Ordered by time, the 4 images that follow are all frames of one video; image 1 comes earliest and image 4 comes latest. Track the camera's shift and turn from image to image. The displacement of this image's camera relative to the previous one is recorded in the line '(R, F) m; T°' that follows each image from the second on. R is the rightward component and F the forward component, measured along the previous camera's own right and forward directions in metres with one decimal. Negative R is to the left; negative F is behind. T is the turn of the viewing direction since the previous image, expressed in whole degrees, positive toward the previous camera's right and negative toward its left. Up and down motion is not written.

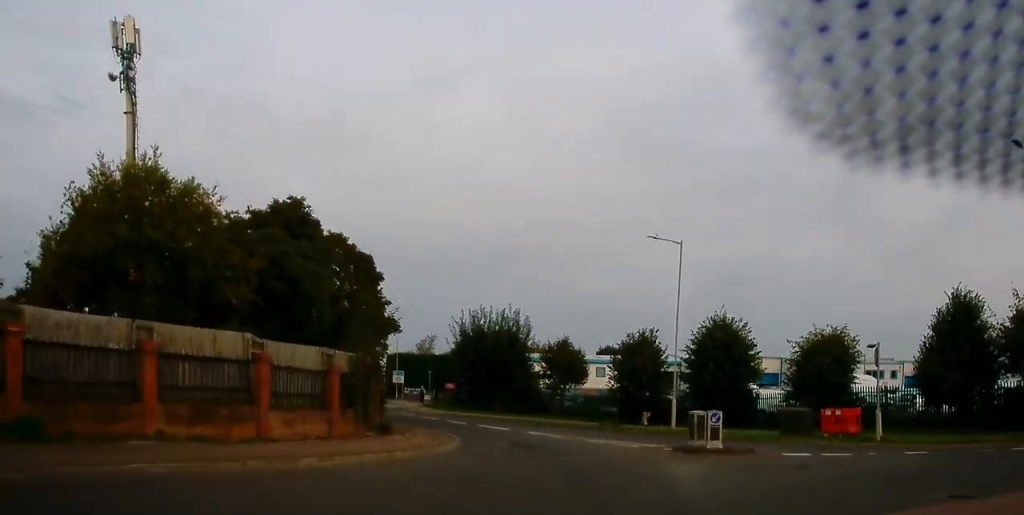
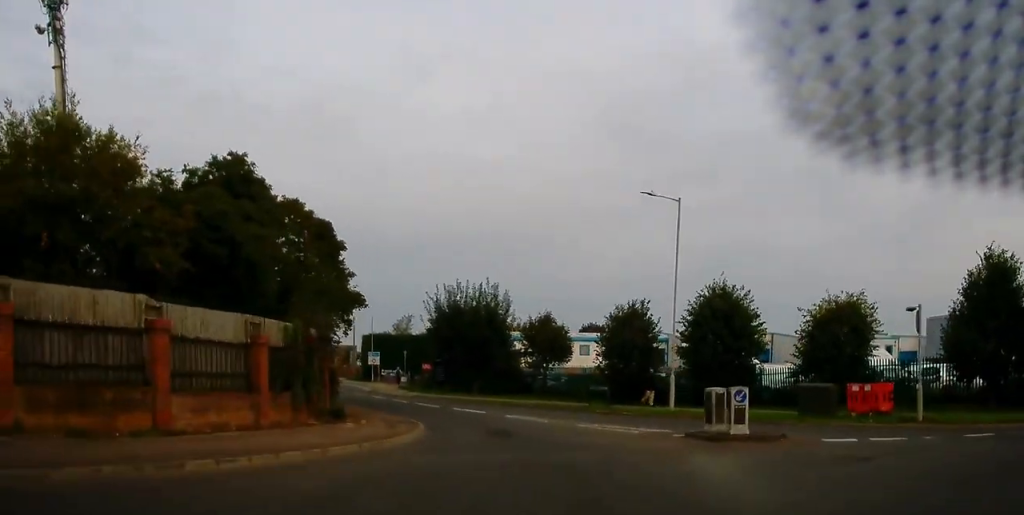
(0.0, +3.7) m; 0°
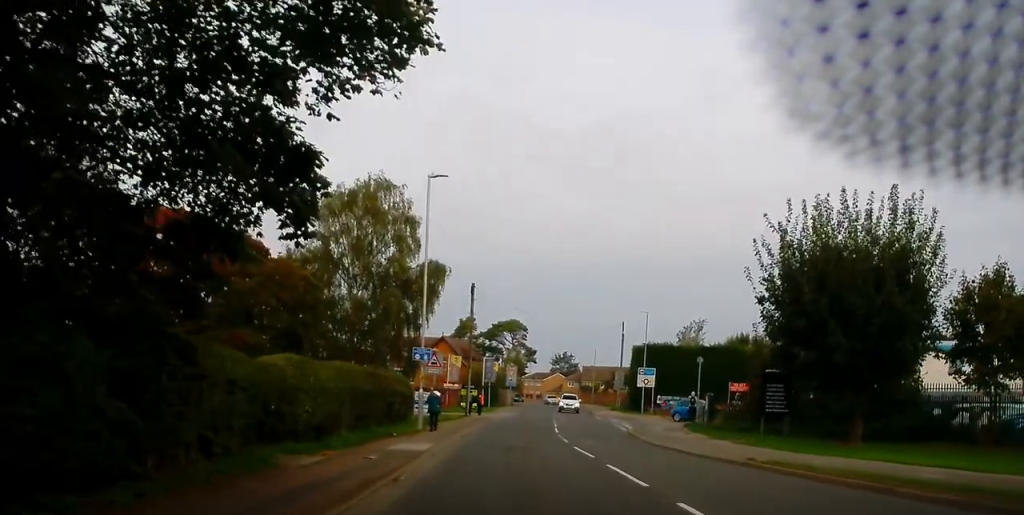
(-3.8, +33.4) m; -19°
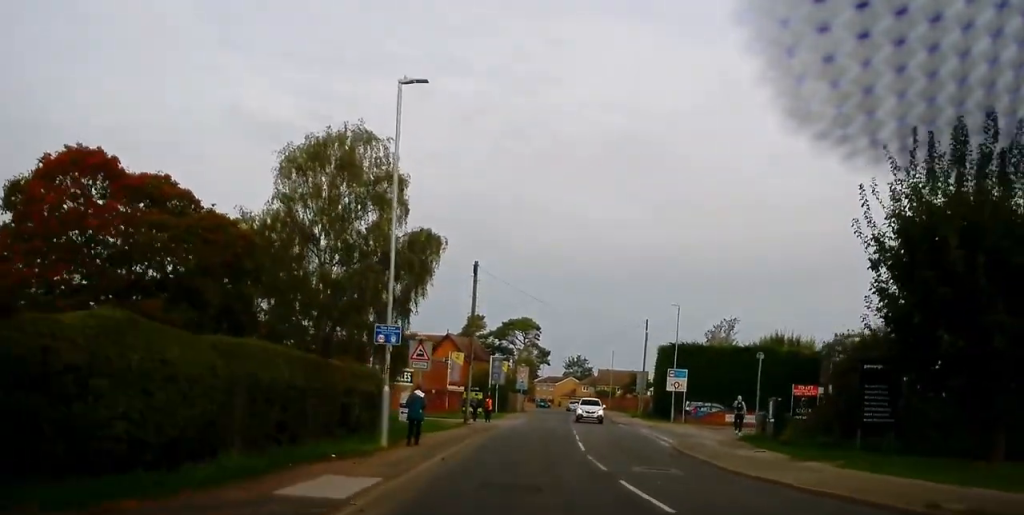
(+0.1, +8.1) m; +1°
